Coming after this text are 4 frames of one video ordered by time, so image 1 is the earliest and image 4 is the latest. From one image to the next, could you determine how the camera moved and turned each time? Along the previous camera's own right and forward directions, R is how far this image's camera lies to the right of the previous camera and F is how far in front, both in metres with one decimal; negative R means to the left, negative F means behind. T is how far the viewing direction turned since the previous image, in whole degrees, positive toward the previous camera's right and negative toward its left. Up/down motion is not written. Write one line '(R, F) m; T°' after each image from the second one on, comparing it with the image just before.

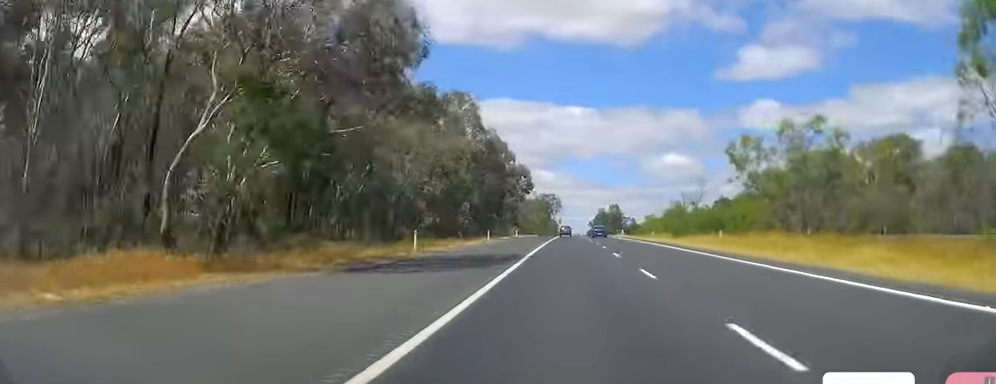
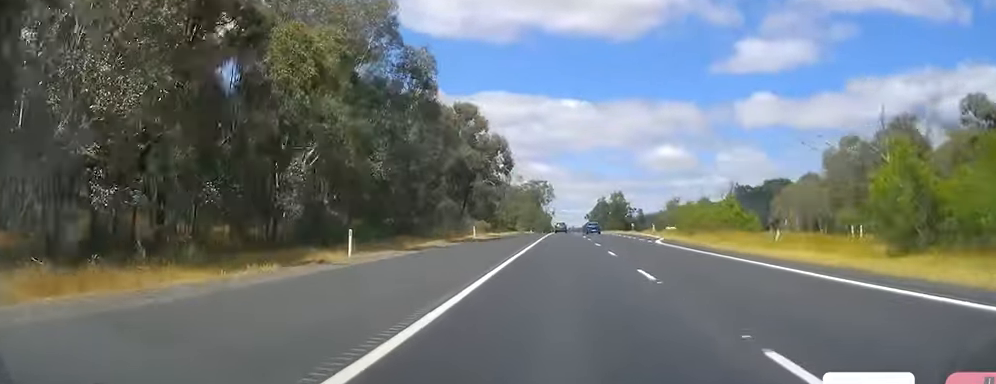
(+0.5, +48.9) m; +2°
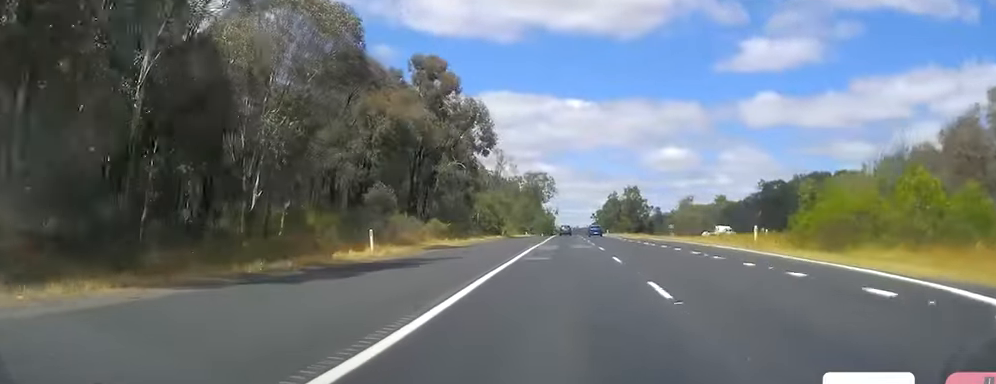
(+0.4, +38.5) m; 0°
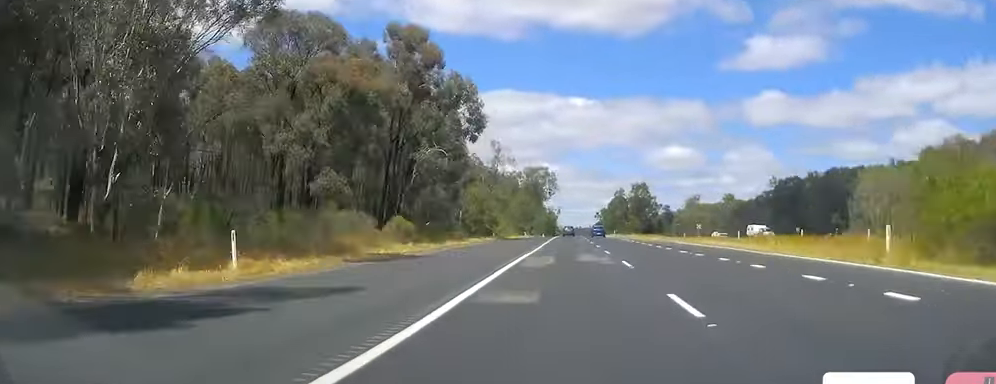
(-0.2, +14.5) m; 0°
